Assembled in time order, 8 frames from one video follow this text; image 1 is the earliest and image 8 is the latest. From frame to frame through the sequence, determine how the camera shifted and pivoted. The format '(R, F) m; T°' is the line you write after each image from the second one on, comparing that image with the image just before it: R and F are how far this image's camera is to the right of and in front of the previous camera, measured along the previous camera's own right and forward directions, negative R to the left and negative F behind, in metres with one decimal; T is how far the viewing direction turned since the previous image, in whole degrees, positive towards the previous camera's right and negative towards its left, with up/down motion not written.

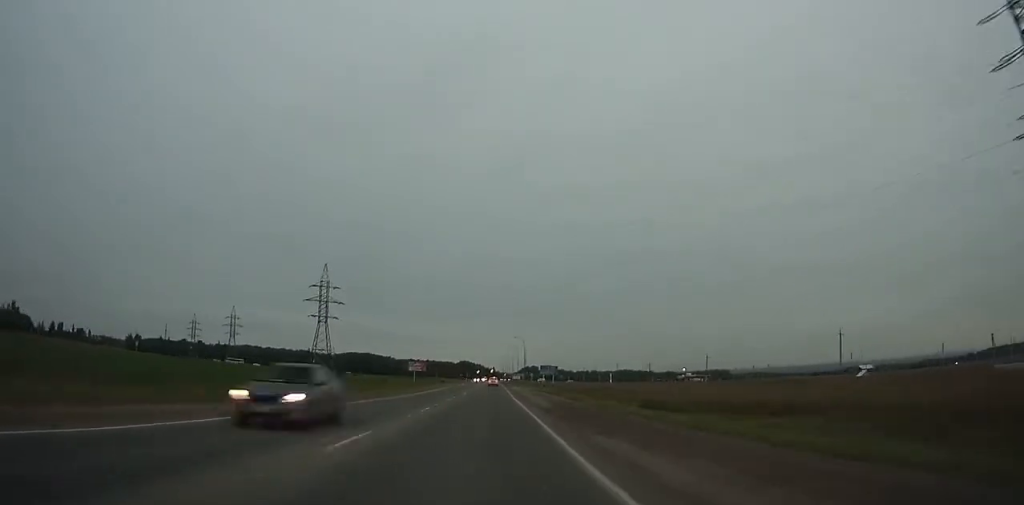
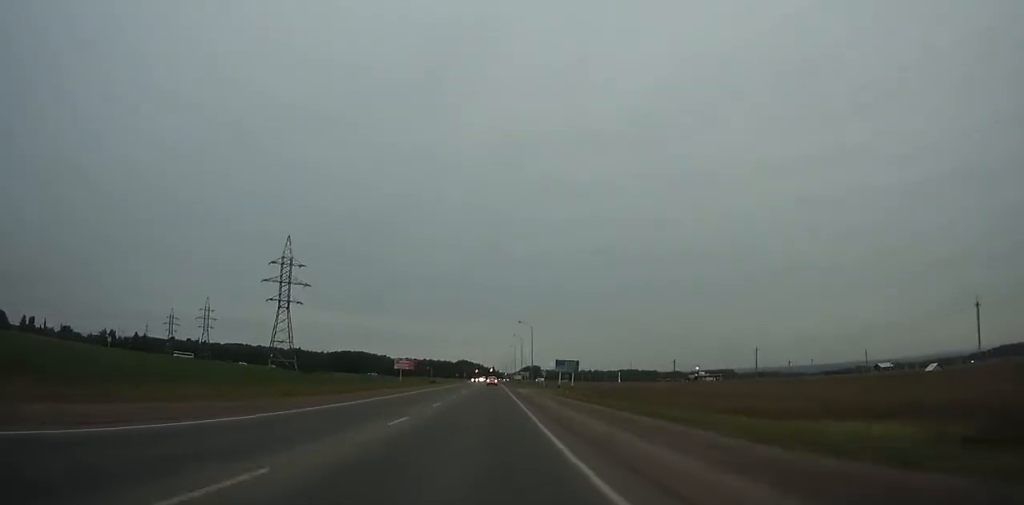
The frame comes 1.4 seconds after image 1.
(0.0, +29.5) m; 0°
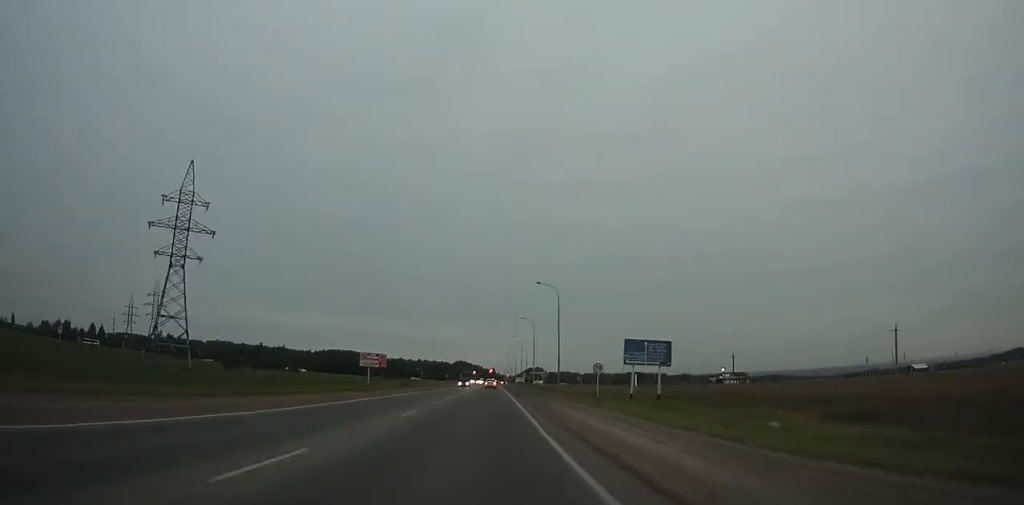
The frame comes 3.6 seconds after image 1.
(0.0, +46.6) m; 0°
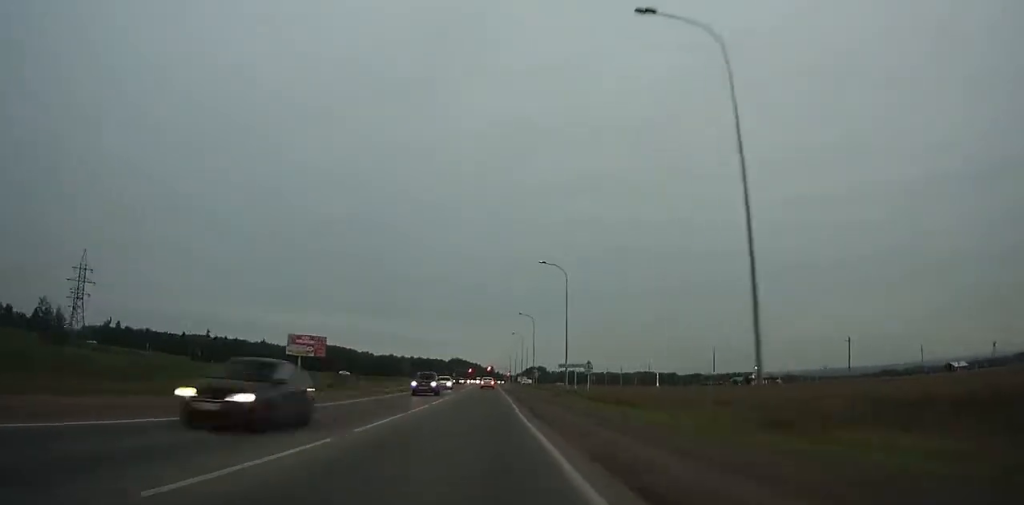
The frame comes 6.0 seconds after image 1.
(0.0, +48.0) m; 0°
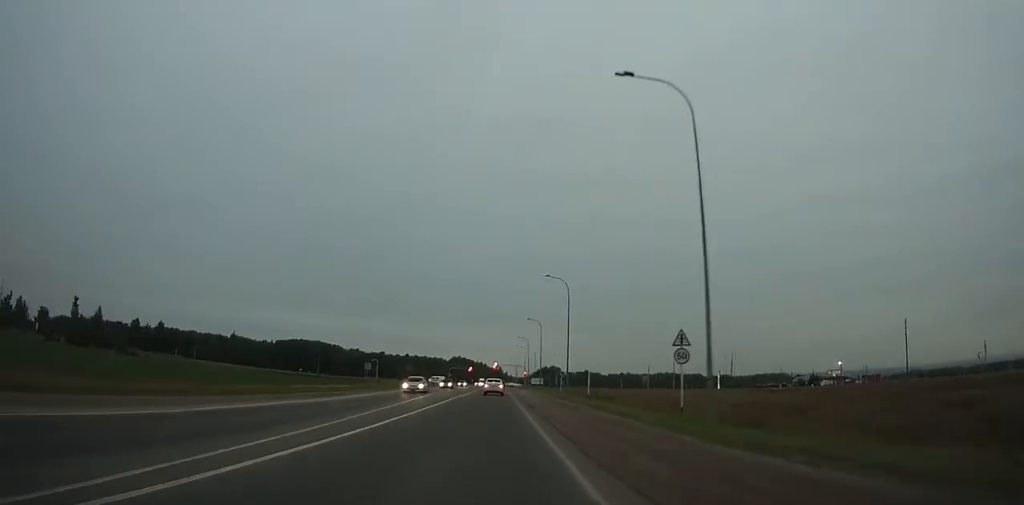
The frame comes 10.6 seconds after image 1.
(-0.2, +79.1) m; 0°
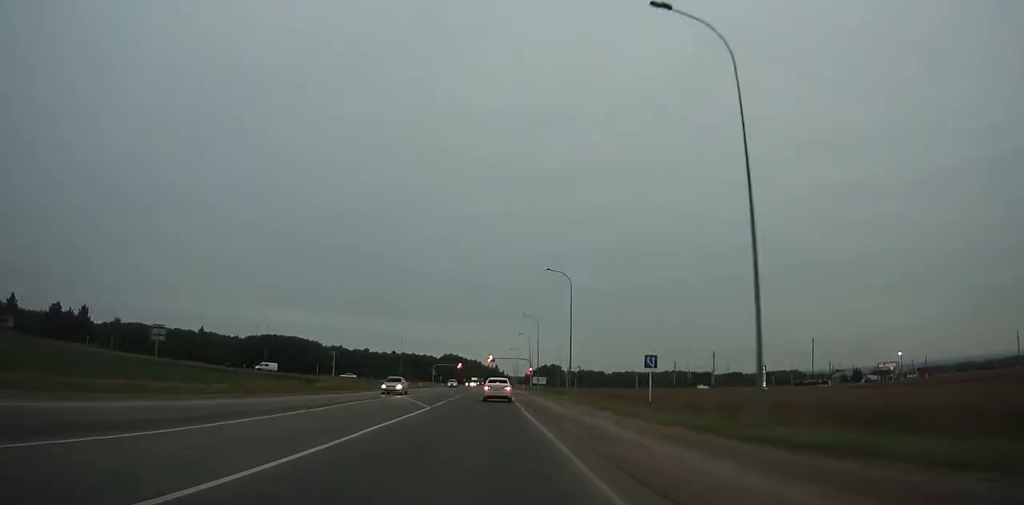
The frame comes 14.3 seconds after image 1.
(-0.1, +45.0) m; 0°
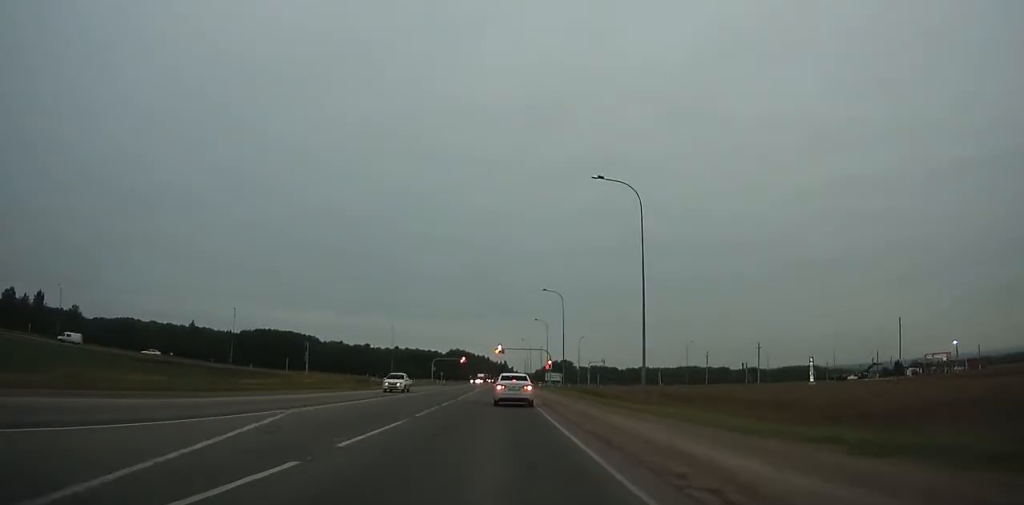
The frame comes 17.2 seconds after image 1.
(0.0, +25.7) m; 0°
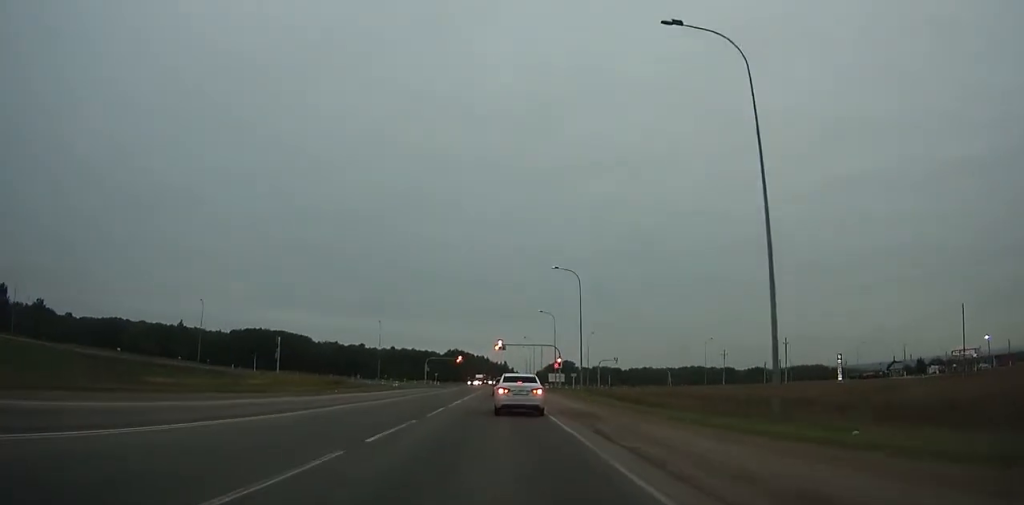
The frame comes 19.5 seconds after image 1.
(0.0, +15.1) m; 0°
